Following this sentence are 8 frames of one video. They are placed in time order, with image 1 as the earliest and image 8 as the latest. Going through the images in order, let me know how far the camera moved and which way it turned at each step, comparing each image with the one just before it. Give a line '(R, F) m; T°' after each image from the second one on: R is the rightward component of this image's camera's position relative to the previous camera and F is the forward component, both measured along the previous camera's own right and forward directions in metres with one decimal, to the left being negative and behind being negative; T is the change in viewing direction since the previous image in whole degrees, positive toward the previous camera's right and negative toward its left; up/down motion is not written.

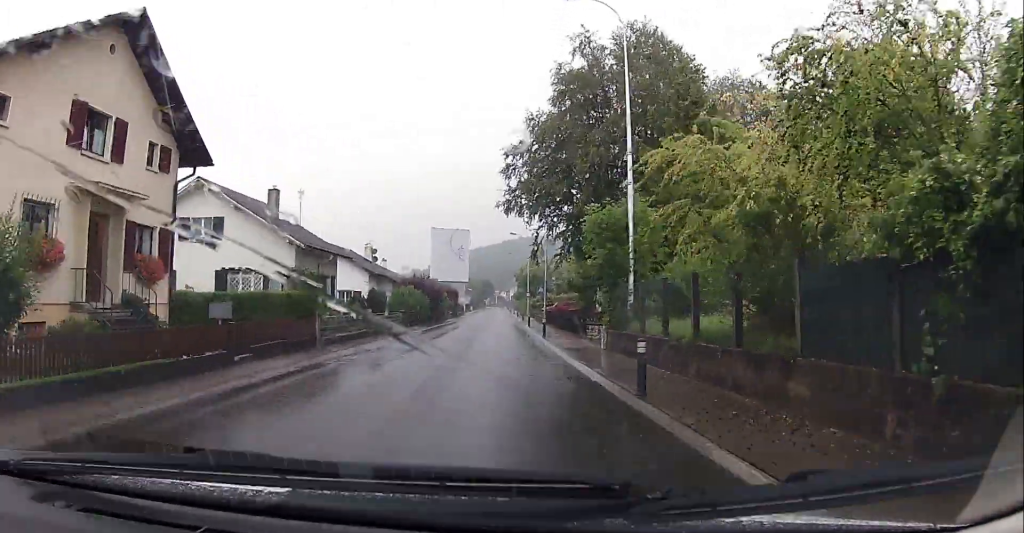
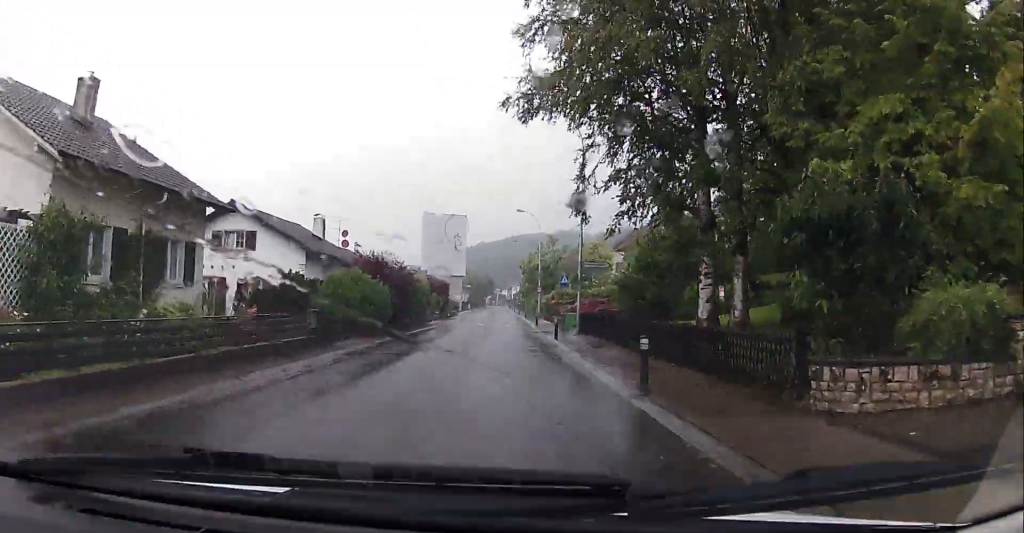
(+0.6, +17.7) m; +1°
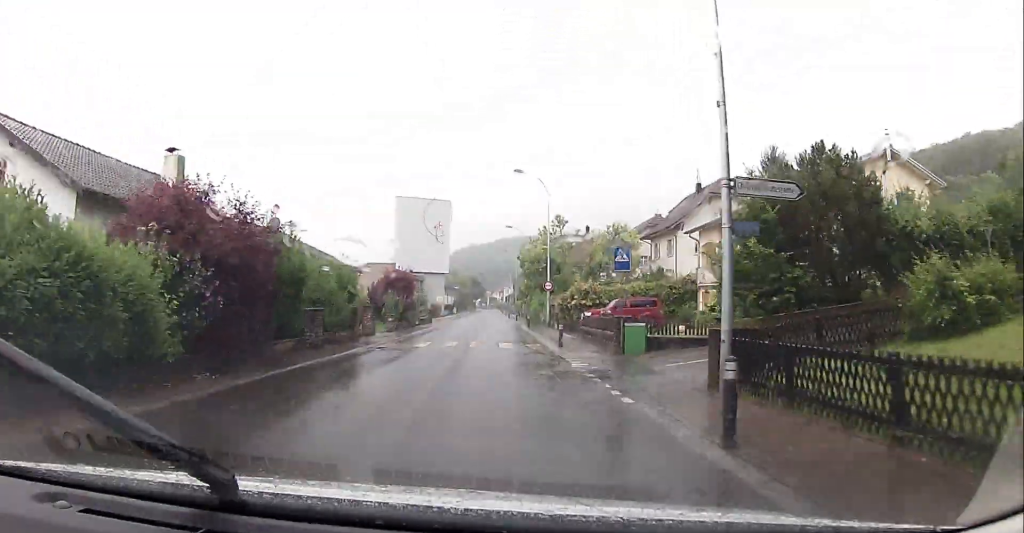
(-0.2, +20.1) m; 0°
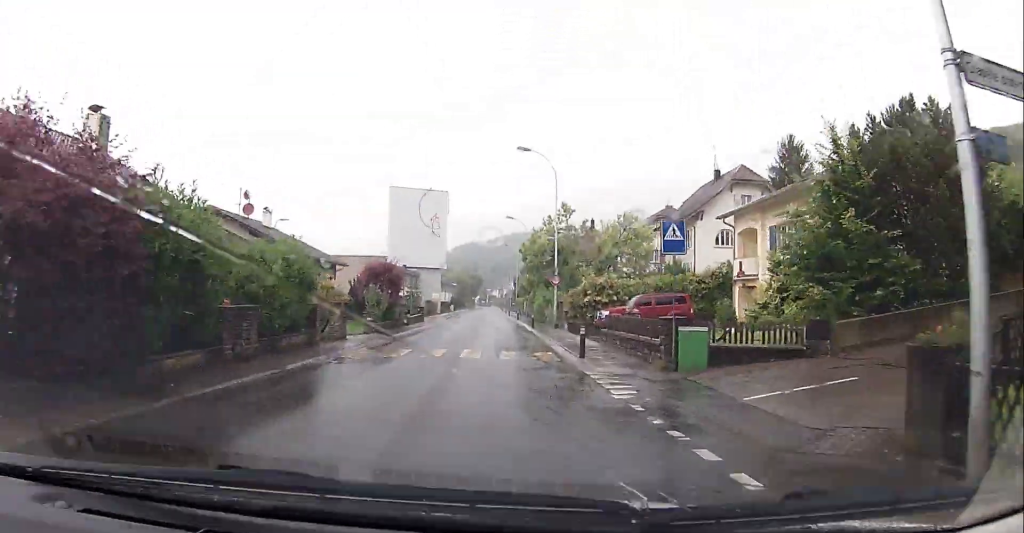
(+0.1, +5.7) m; 0°
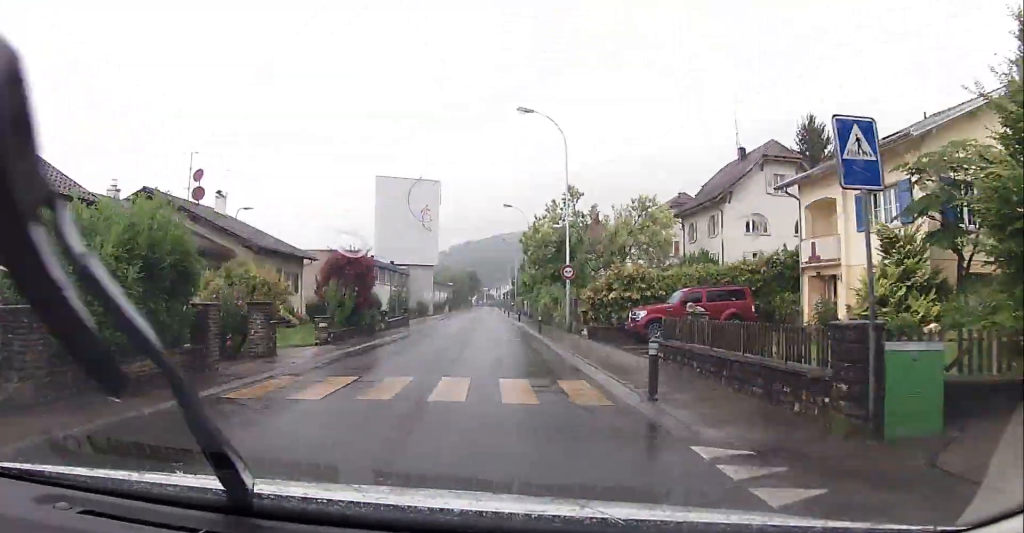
(-0.2, +7.5) m; 0°
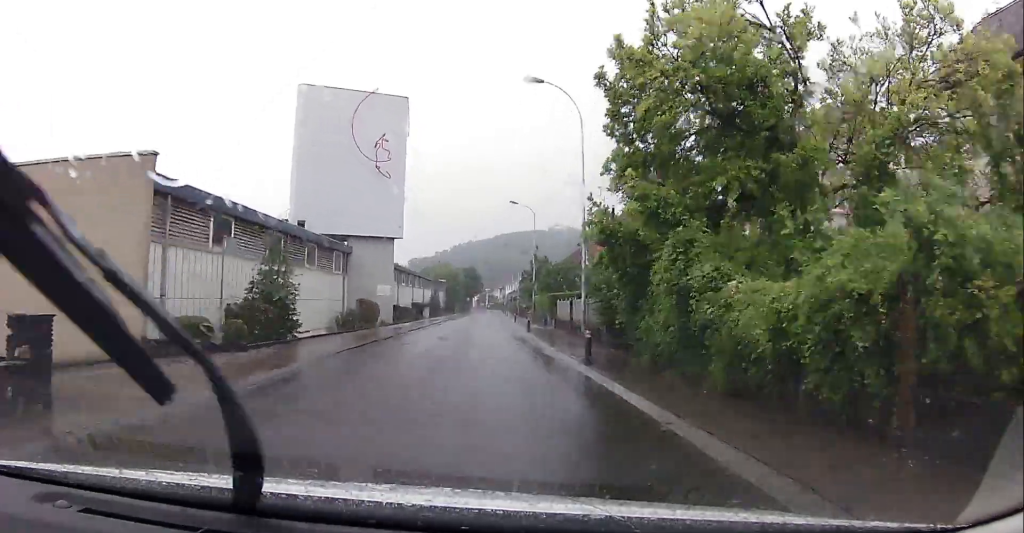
(+0.5, +34.8) m; 0°
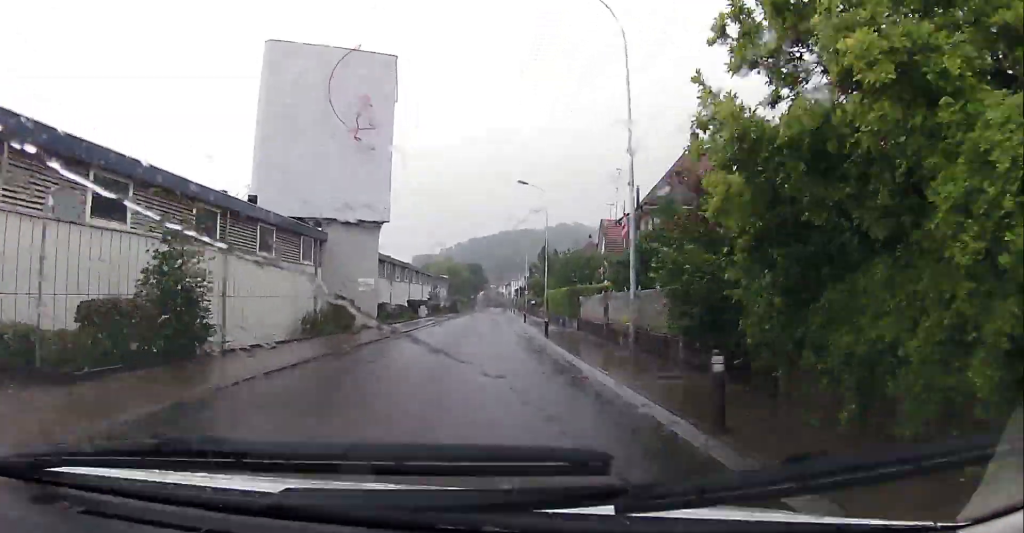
(-0.3, +8.3) m; 0°
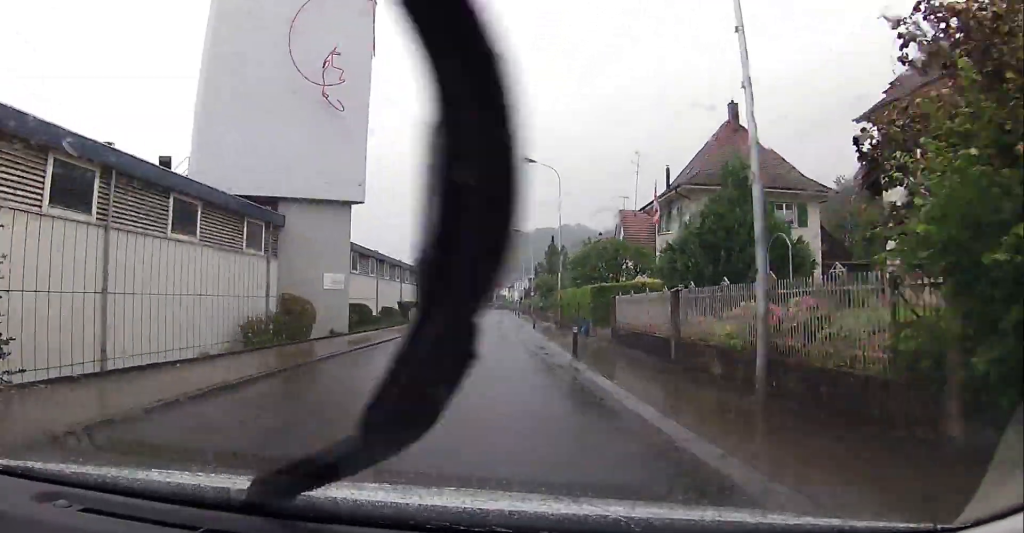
(0.0, +8.4) m; 0°
